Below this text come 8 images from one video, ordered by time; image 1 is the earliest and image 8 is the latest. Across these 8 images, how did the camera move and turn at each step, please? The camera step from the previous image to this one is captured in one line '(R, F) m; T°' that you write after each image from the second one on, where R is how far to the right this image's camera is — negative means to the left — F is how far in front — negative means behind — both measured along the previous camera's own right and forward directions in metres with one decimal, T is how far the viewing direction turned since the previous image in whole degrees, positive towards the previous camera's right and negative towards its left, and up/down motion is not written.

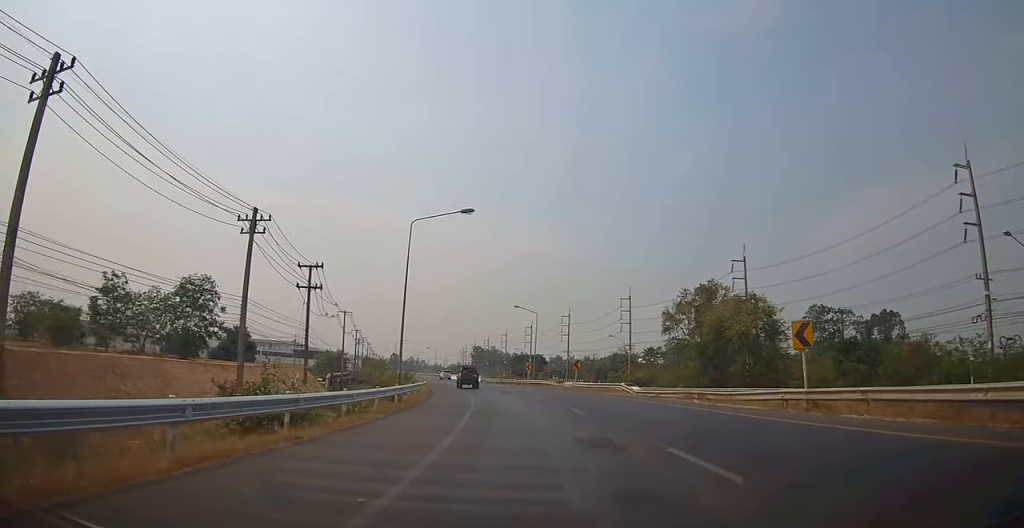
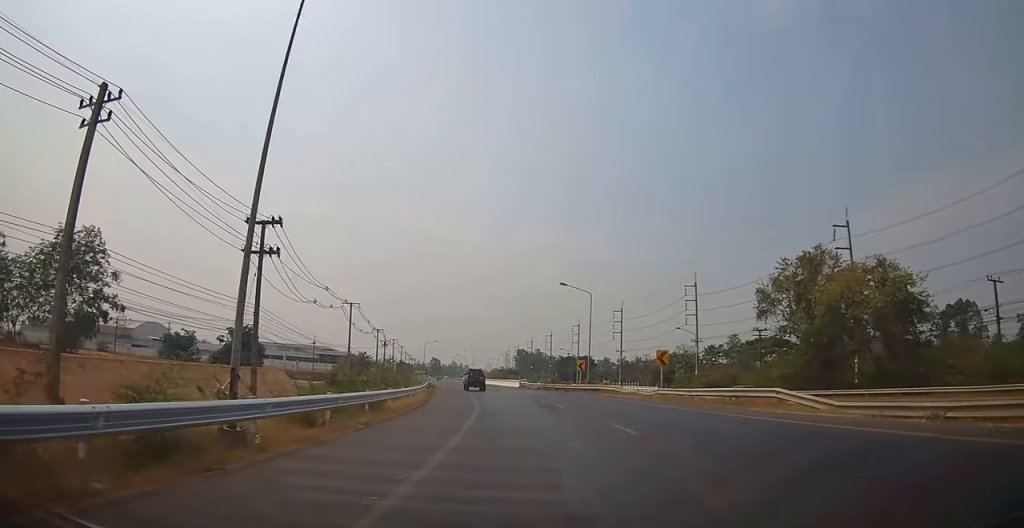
(-0.8, +20.2) m; -4°
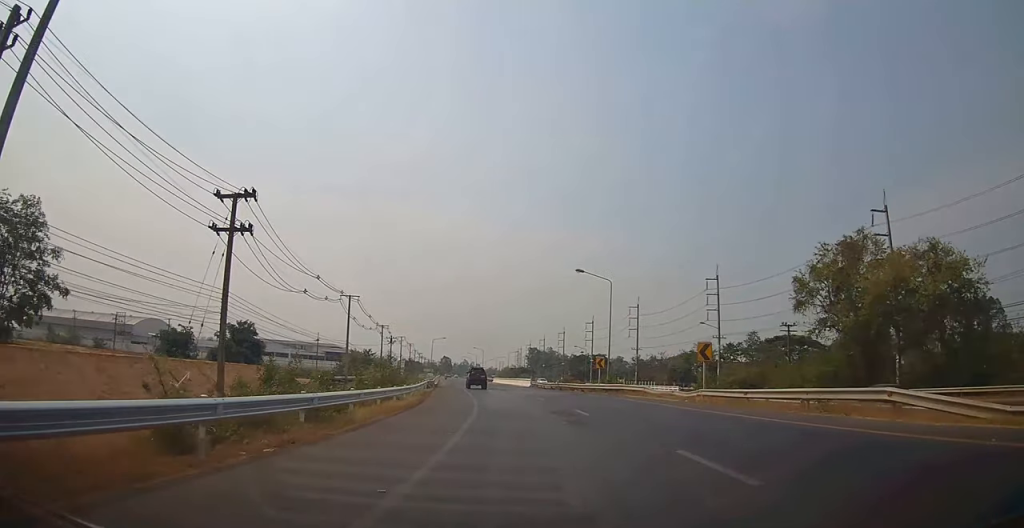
(-0.1, +6.2) m; -1°
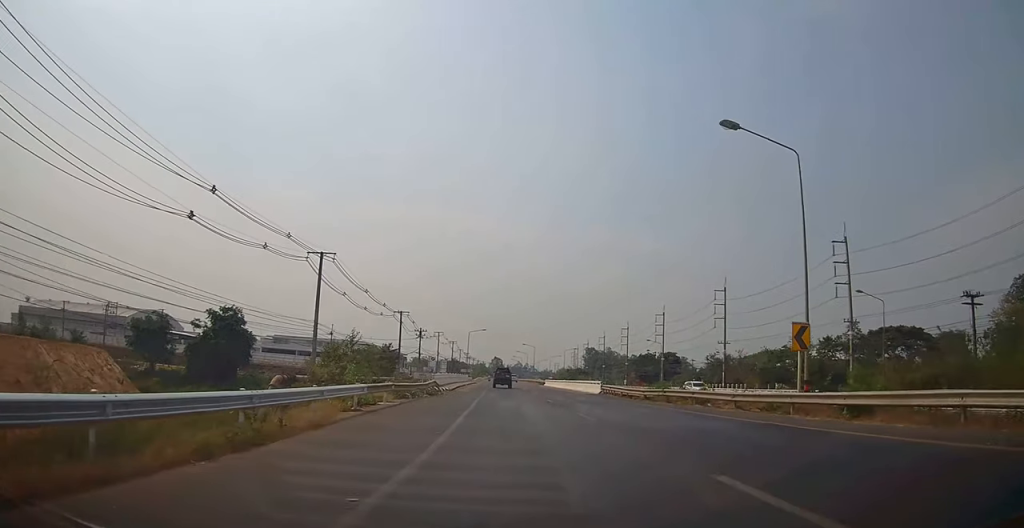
(-1.6, +28.0) m; -6°
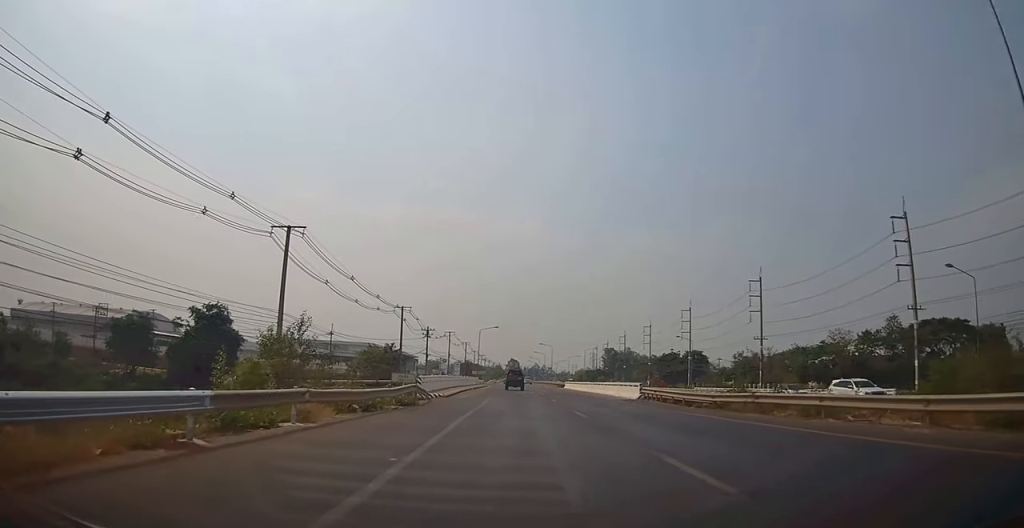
(0.0, +10.4) m; 0°
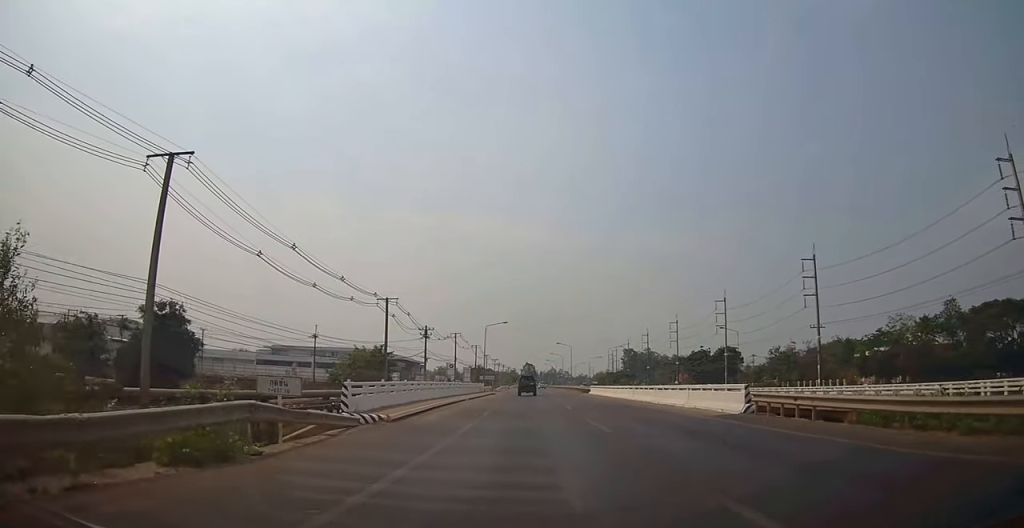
(0.0, +16.2) m; 0°
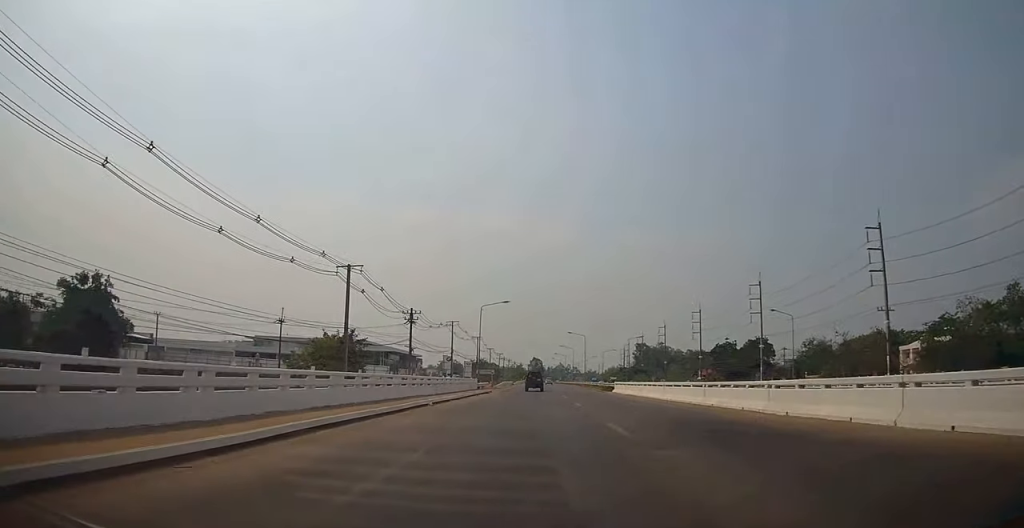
(0.0, +16.6) m; -2°
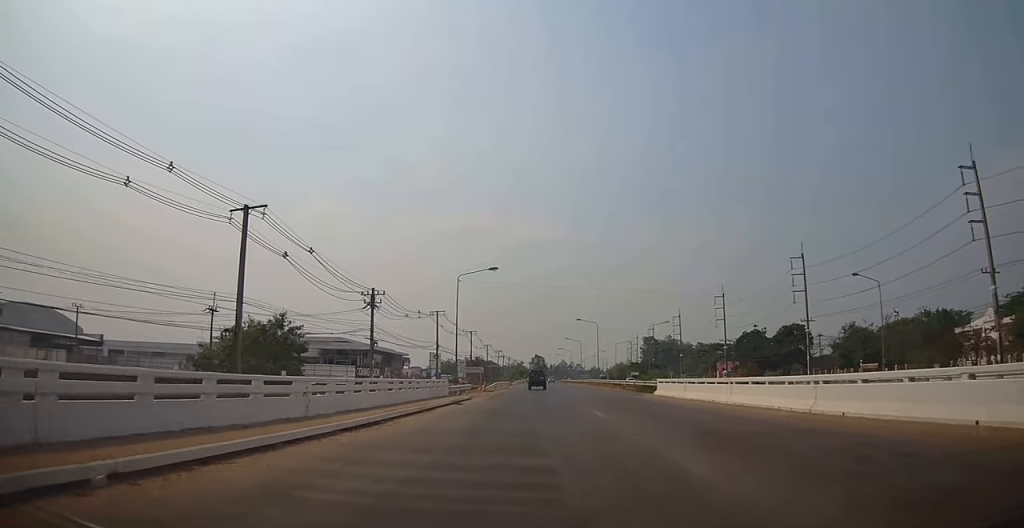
(-1.0, +19.2) m; -4°
